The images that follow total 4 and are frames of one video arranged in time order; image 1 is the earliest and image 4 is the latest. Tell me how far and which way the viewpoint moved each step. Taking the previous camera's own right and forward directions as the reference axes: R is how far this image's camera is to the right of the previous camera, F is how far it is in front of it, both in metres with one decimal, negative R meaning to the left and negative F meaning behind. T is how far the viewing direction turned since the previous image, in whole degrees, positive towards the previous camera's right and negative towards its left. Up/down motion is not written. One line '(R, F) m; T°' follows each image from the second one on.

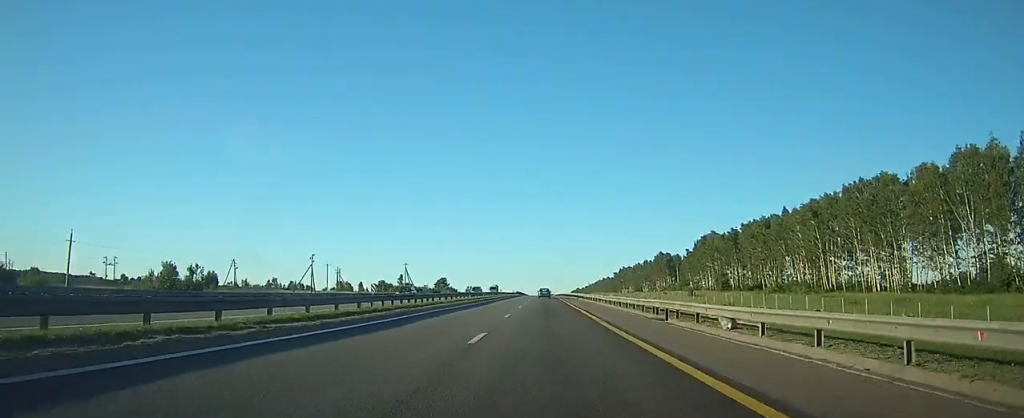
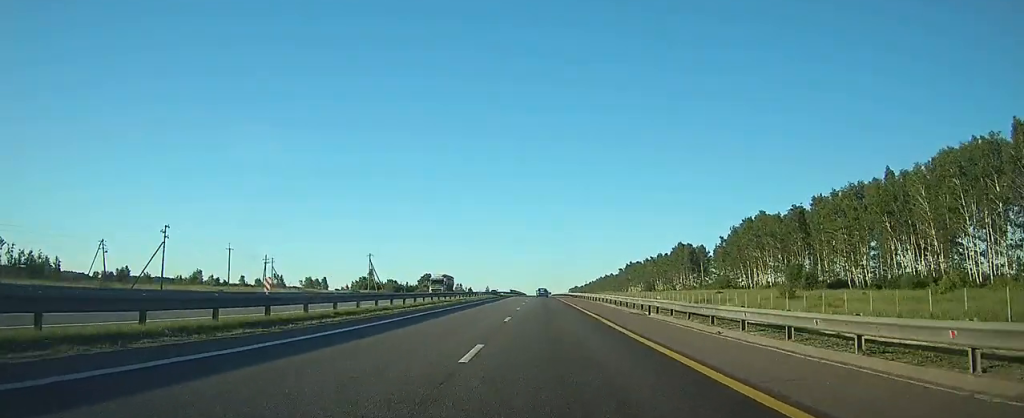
(-0.1, +51.7) m; 0°
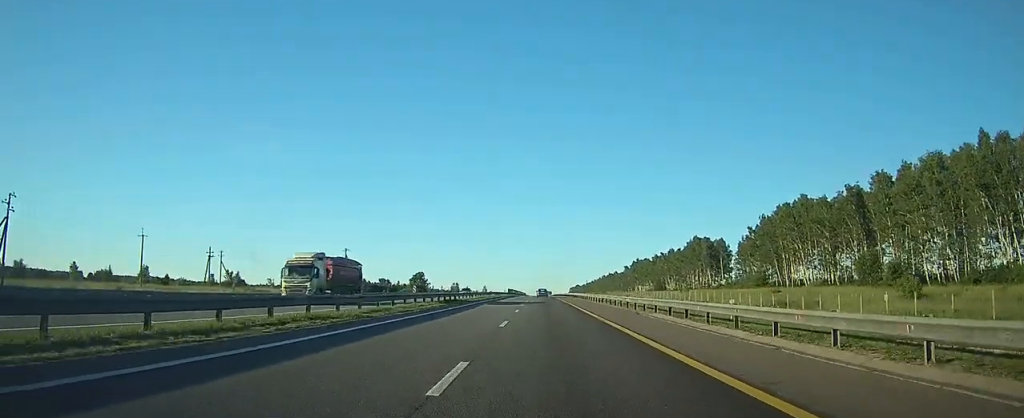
(0.0, +27.1) m; 0°
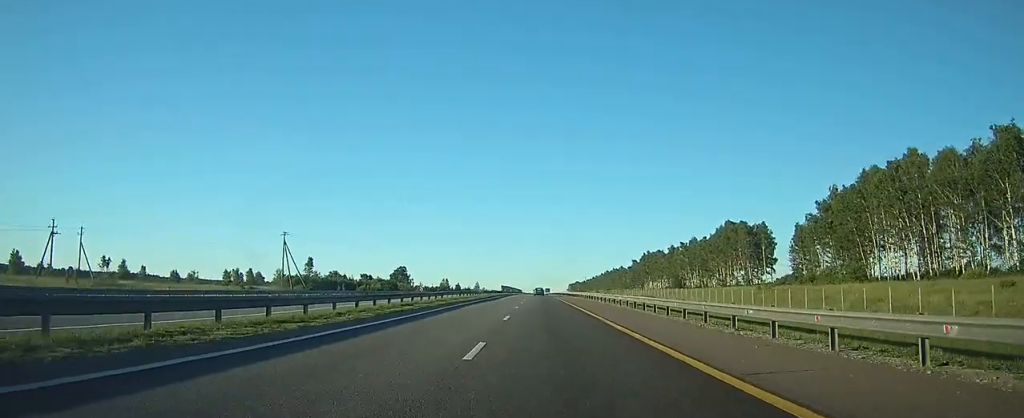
(+0.3, +44.9) m; +1°
